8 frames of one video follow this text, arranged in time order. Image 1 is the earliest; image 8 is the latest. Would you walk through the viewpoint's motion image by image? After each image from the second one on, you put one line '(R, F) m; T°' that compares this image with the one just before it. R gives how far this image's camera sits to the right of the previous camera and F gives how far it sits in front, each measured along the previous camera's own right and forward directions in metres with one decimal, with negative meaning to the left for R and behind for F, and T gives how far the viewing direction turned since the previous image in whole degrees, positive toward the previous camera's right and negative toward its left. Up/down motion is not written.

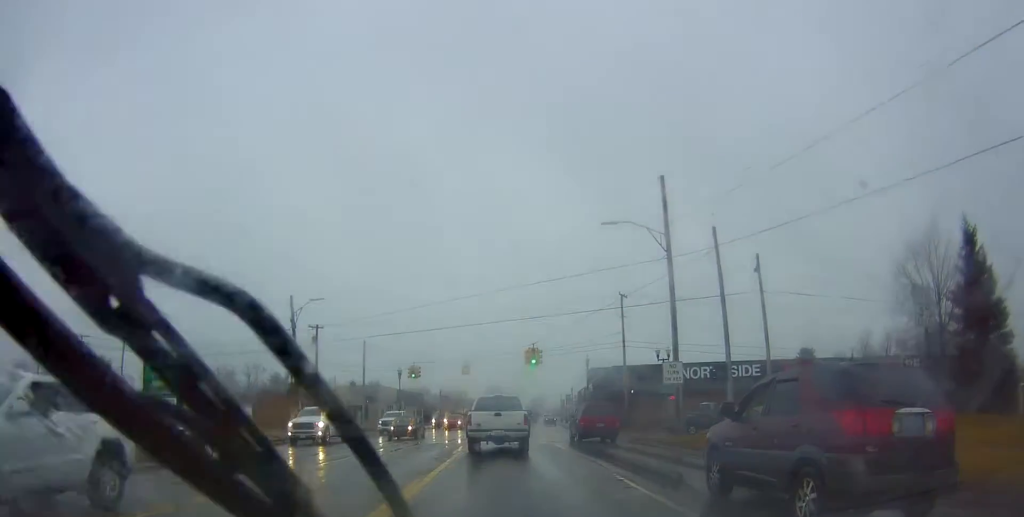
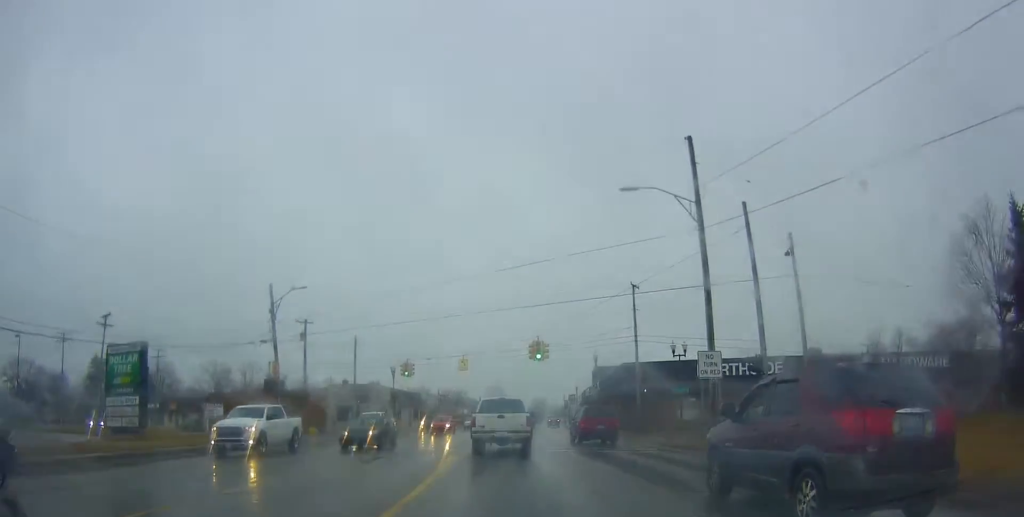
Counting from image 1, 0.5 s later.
(+0.1, +4.4) m; 0°
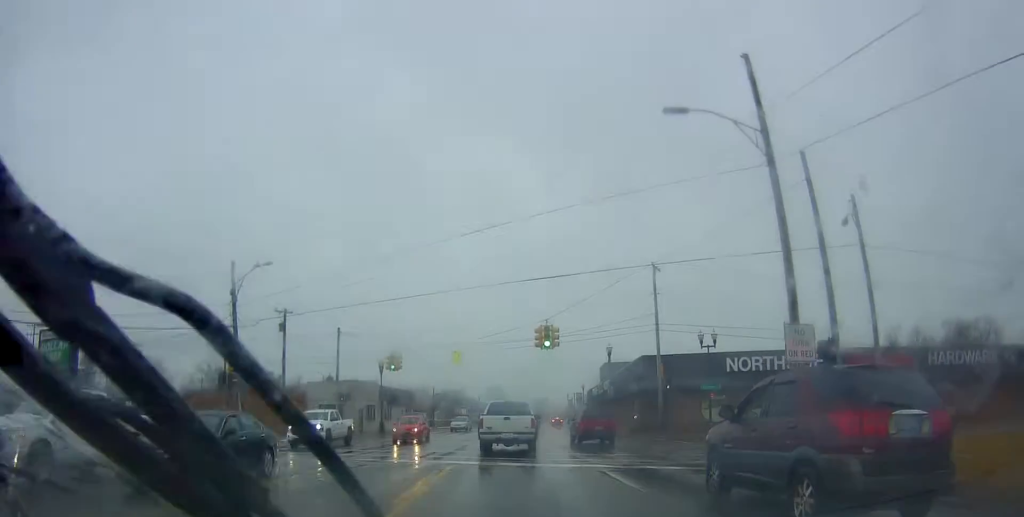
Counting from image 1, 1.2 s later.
(-0.1, +6.4) m; -1°
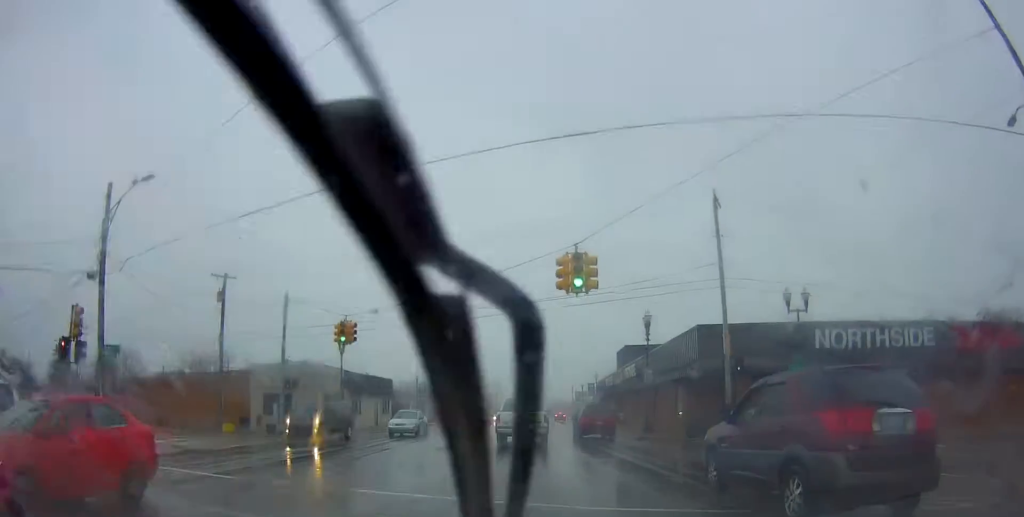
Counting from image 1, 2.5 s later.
(+0.3, +12.9) m; +3°
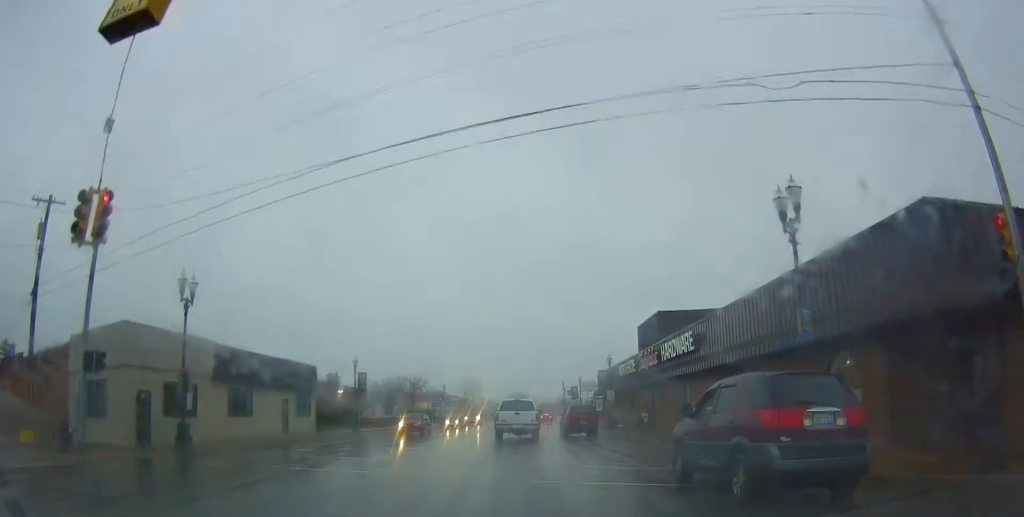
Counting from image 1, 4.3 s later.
(-1.0, +19.8) m; -4°
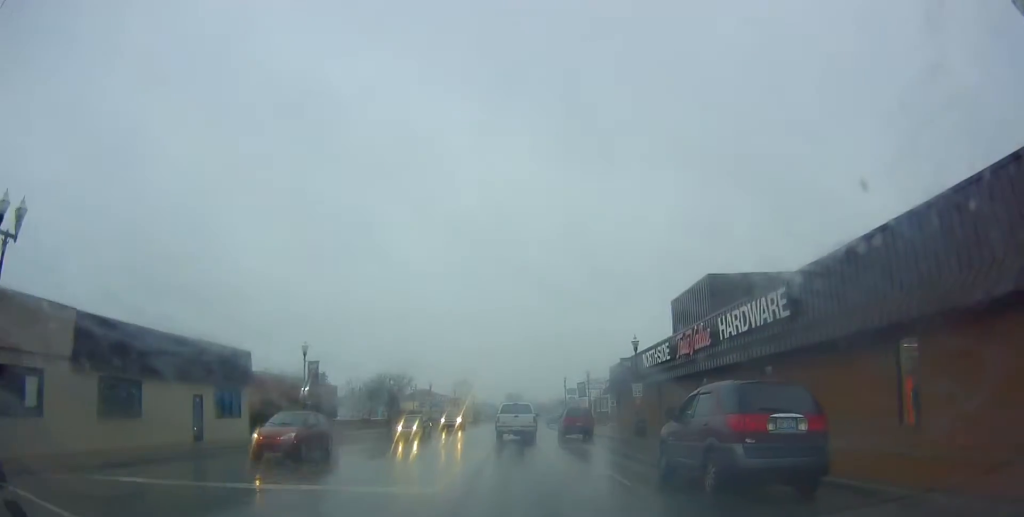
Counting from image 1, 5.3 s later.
(+0.6, +11.0) m; +4°
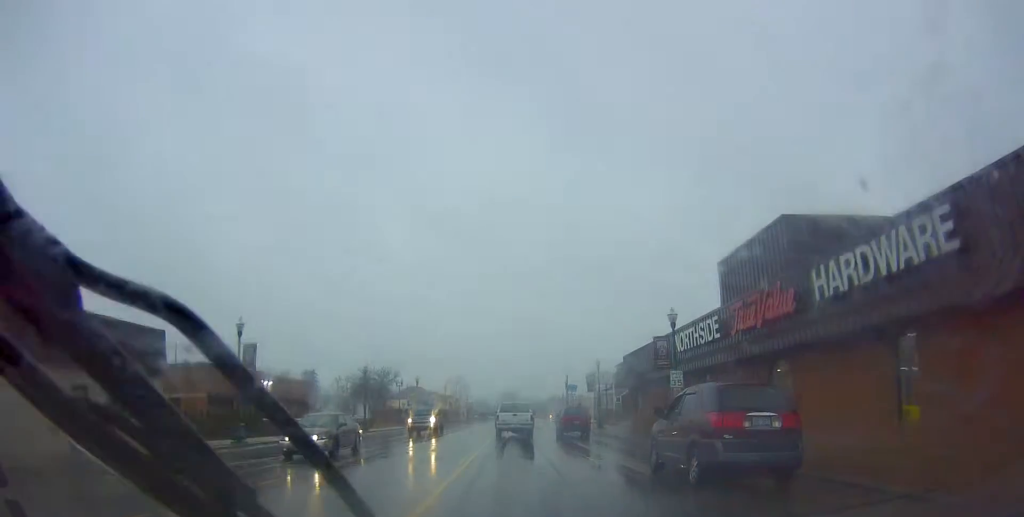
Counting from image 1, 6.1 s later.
(+0.2, +9.0) m; -1°
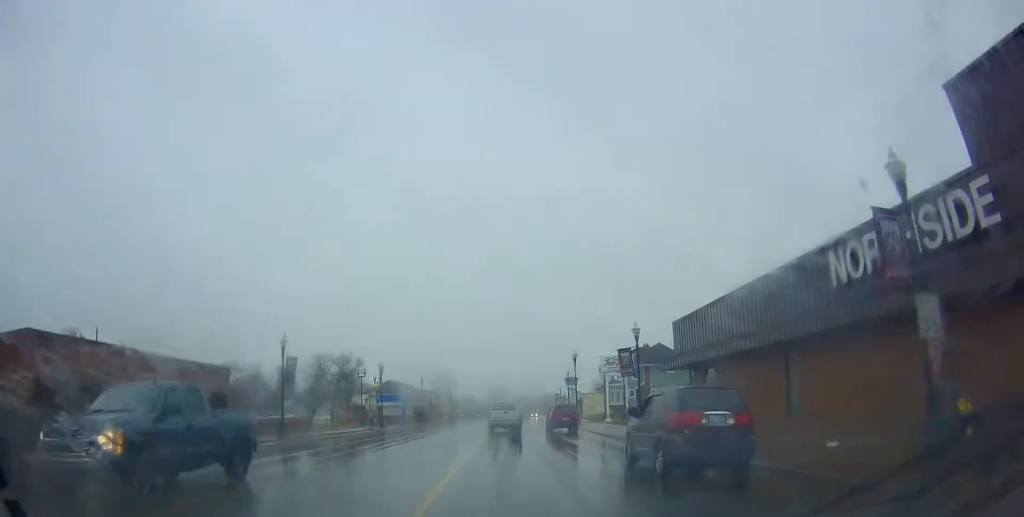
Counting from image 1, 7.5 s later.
(-0.1, +17.5) m; +1°
